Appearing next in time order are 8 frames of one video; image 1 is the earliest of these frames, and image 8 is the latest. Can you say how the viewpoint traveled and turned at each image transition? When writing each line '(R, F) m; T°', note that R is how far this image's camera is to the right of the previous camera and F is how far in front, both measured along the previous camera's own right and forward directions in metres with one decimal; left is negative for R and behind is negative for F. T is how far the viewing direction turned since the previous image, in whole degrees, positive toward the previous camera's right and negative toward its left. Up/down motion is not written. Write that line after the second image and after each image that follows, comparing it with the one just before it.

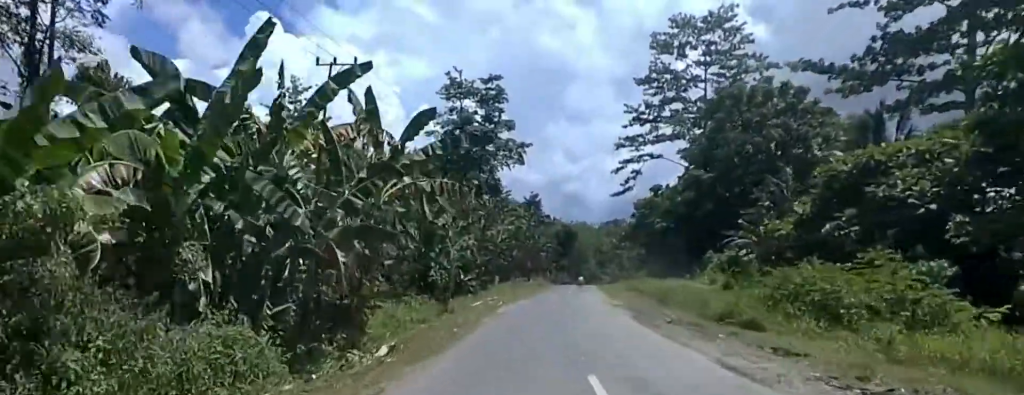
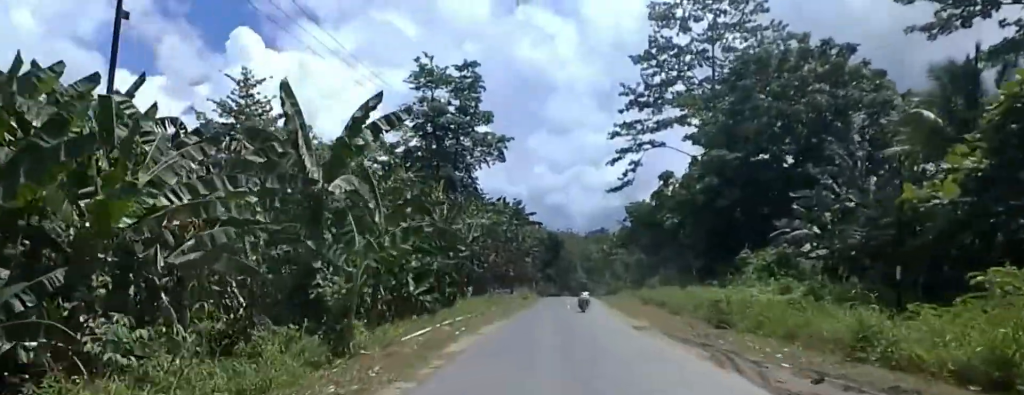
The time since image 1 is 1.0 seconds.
(0.0, +15.1) m; +1°
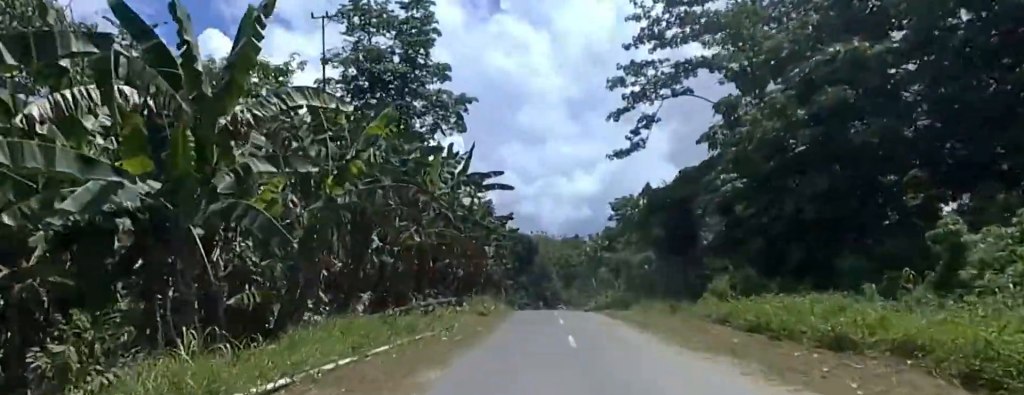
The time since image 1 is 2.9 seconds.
(+0.1, +25.6) m; +1°
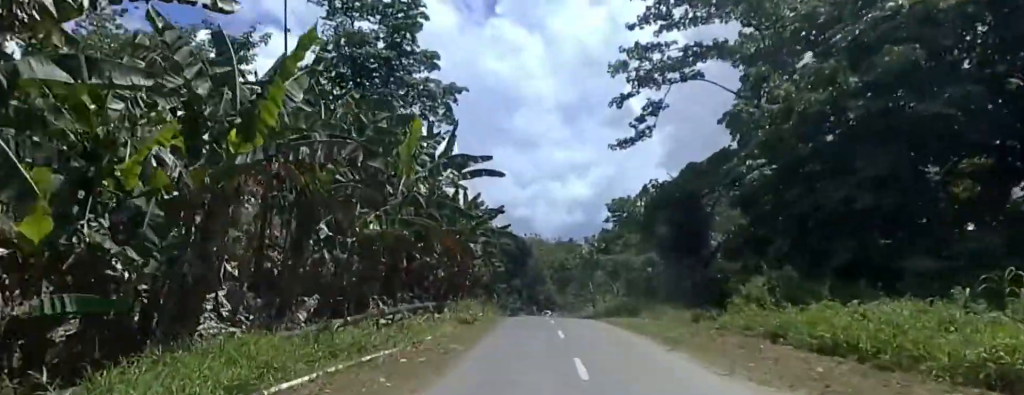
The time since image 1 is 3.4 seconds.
(+0.1, +4.9) m; +1°
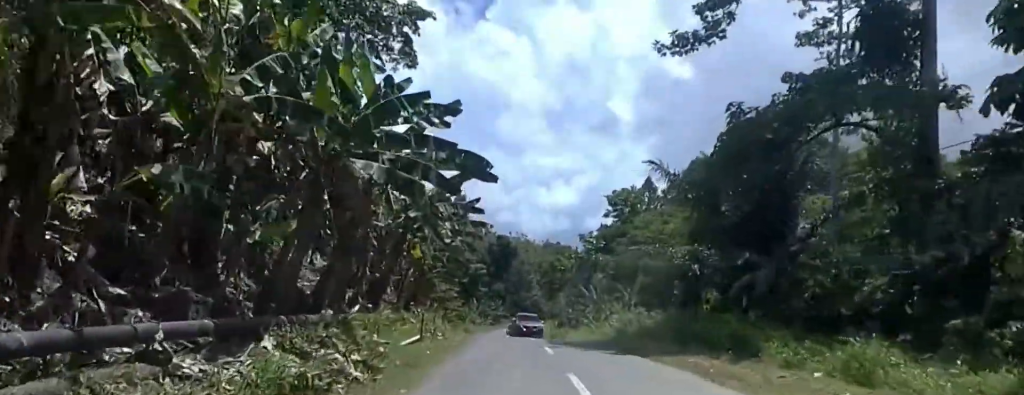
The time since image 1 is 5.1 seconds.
(+0.5, +17.4) m; +2°
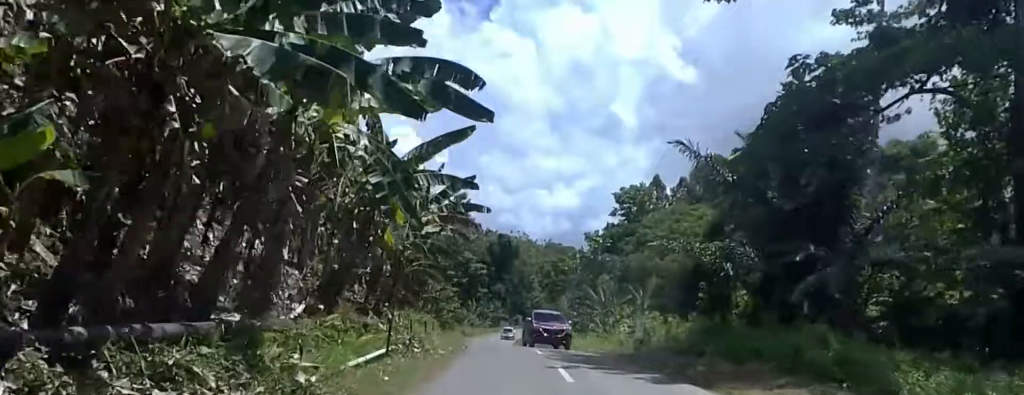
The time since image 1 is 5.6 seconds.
(0.0, +4.5) m; -2°
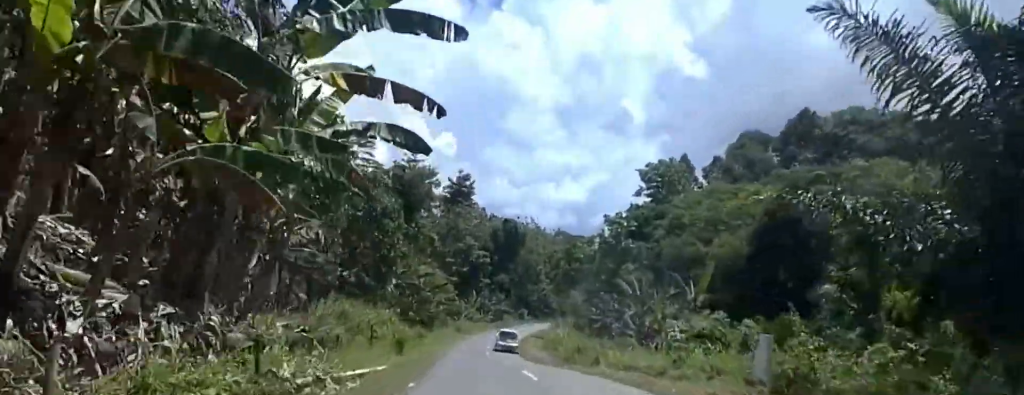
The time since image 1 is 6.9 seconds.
(-0.5, +12.0) m; -5°
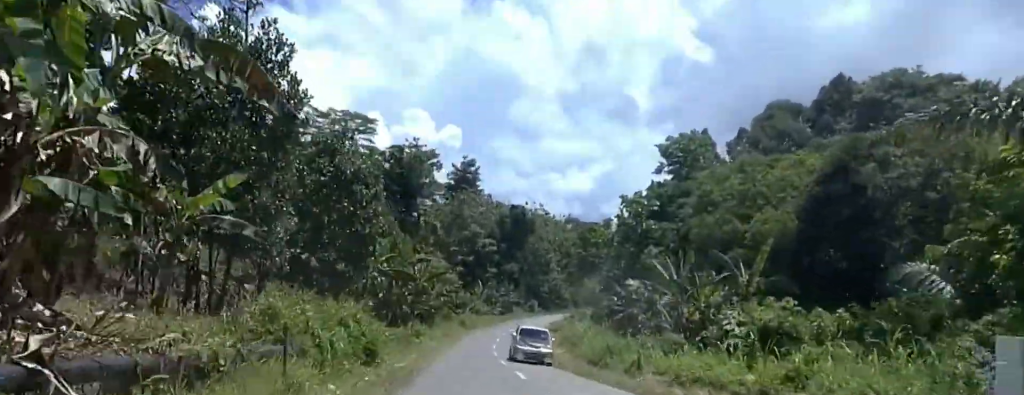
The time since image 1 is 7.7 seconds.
(0.0, +6.3) m; +2°
